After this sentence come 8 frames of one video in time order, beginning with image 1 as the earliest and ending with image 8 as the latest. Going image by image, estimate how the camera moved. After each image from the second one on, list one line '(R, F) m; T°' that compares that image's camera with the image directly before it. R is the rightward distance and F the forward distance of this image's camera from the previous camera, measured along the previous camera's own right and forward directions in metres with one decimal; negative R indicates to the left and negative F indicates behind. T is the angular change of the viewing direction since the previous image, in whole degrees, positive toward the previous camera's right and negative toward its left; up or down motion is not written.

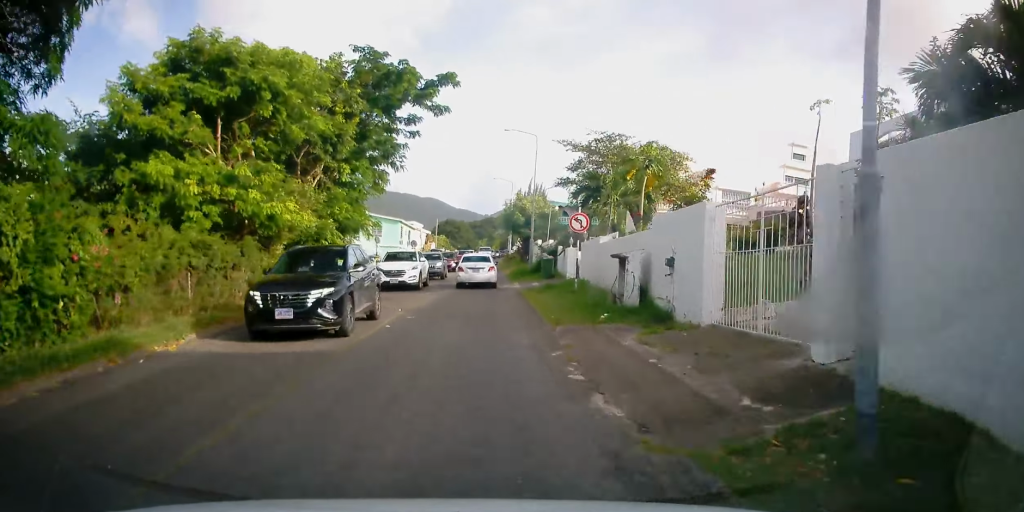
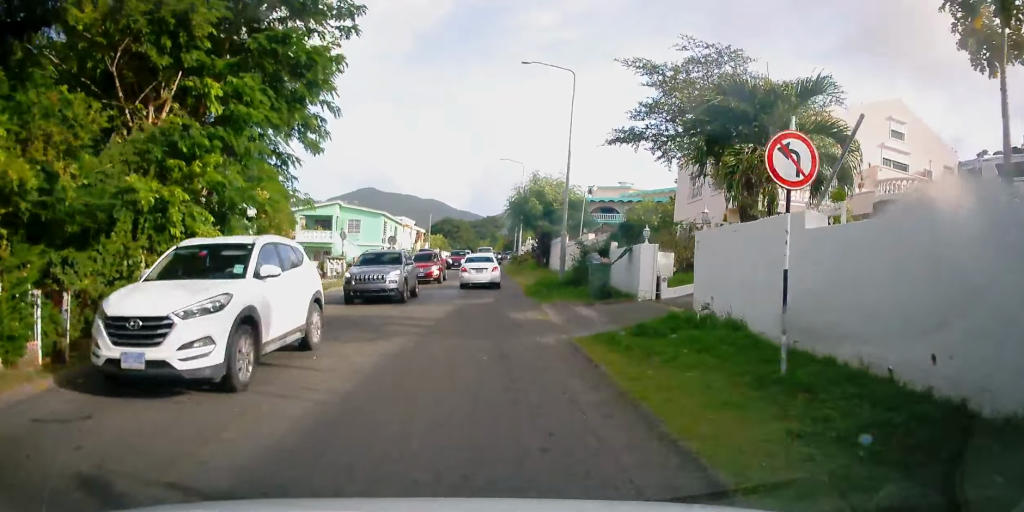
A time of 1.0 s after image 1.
(+0.4, +12.8) m; +2°
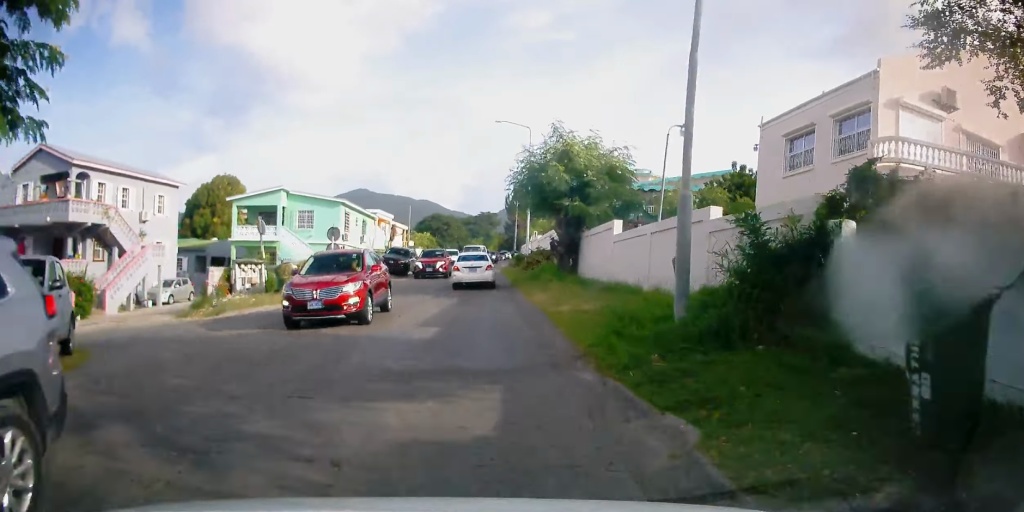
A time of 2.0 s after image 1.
(0.0, +13.0) m; 0°
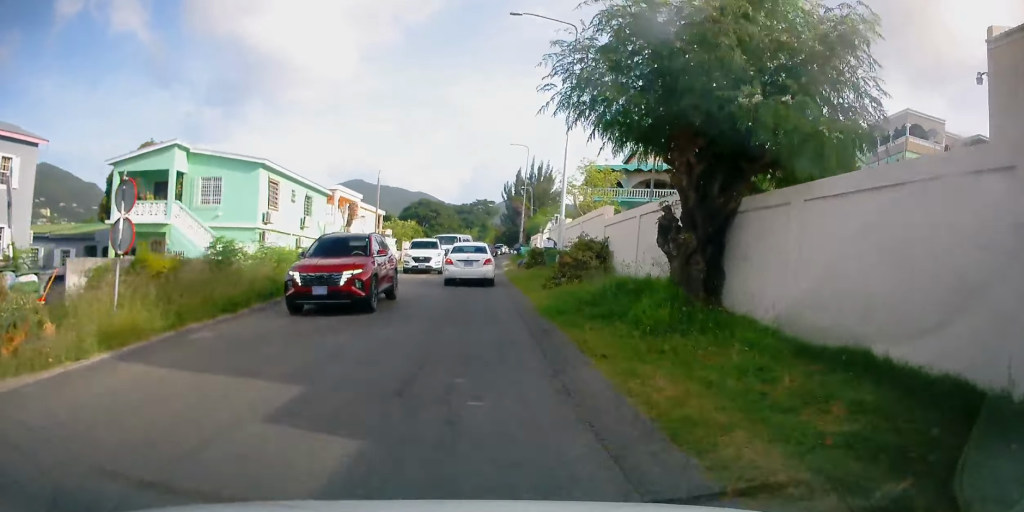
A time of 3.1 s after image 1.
(+0.2, +14.7) m; +2°
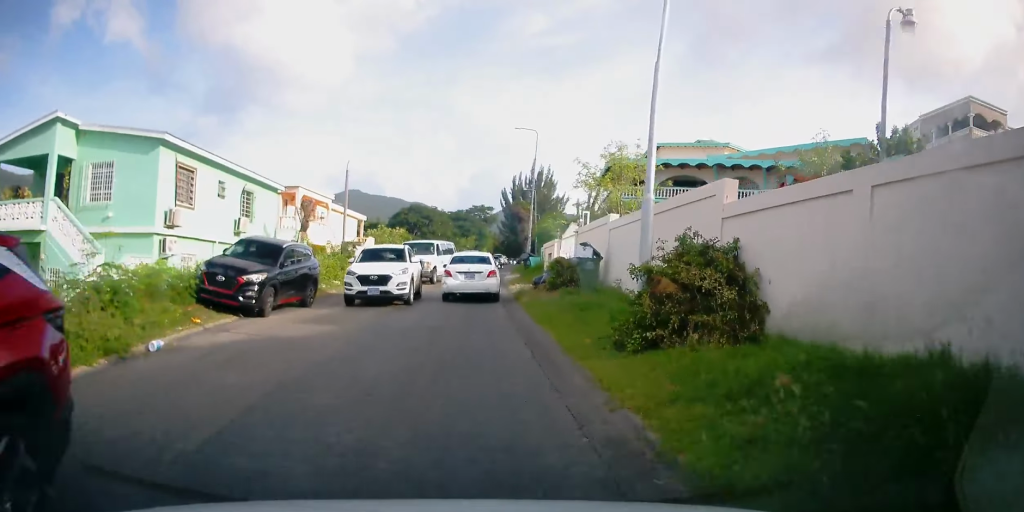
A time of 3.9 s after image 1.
(+0.4, +9.2) m; 0°
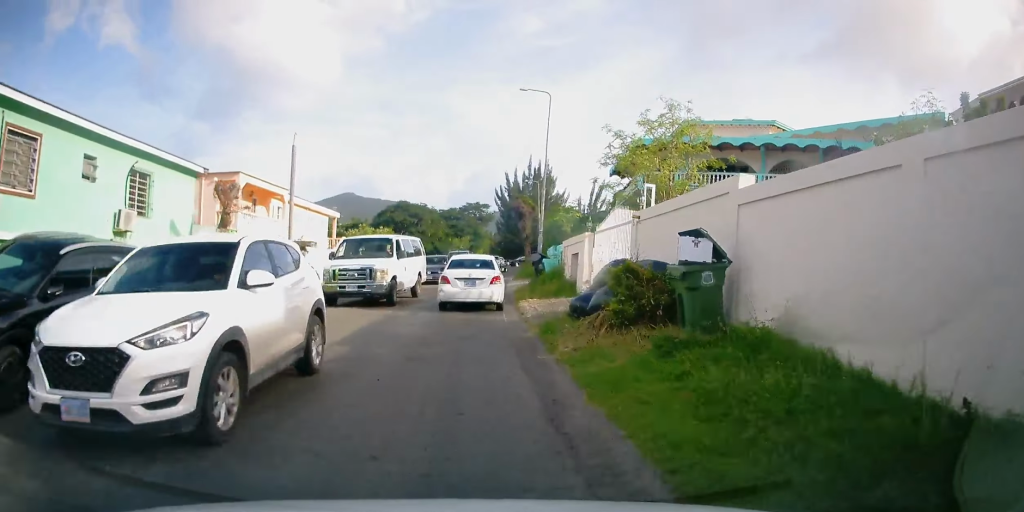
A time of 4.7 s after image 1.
(-0.4, +8.6) m; -2°
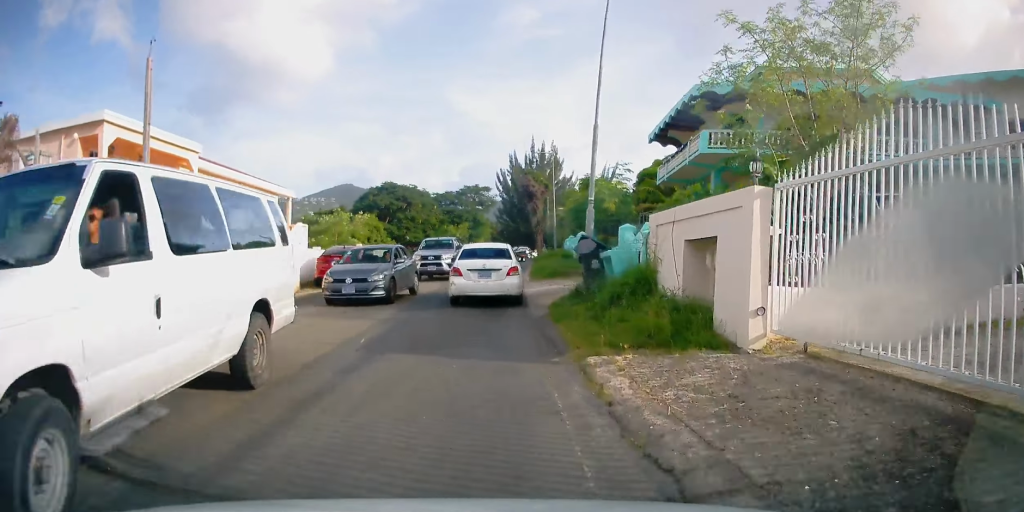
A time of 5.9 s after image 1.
(-0.1, +11.2) m; 0°
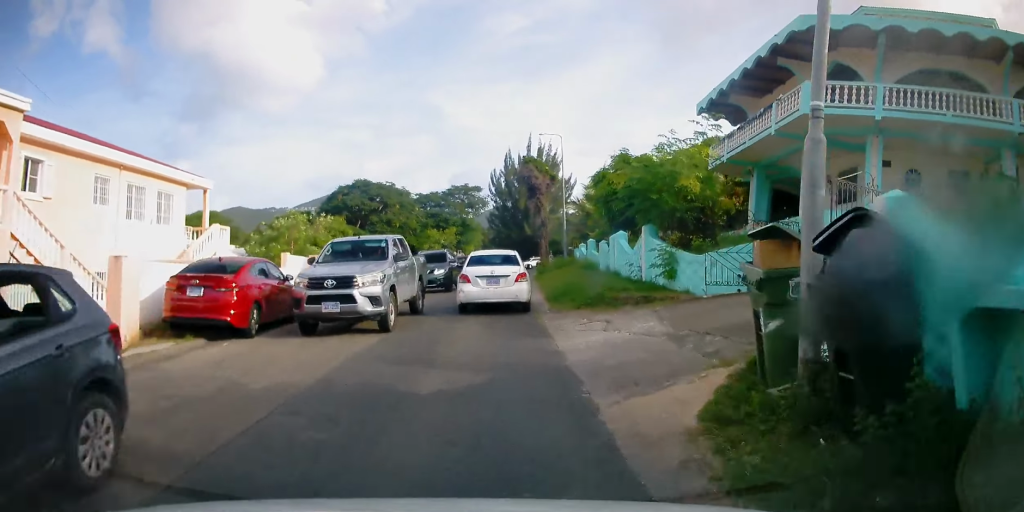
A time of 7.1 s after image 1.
(0.0, +10.1) m; +1°
